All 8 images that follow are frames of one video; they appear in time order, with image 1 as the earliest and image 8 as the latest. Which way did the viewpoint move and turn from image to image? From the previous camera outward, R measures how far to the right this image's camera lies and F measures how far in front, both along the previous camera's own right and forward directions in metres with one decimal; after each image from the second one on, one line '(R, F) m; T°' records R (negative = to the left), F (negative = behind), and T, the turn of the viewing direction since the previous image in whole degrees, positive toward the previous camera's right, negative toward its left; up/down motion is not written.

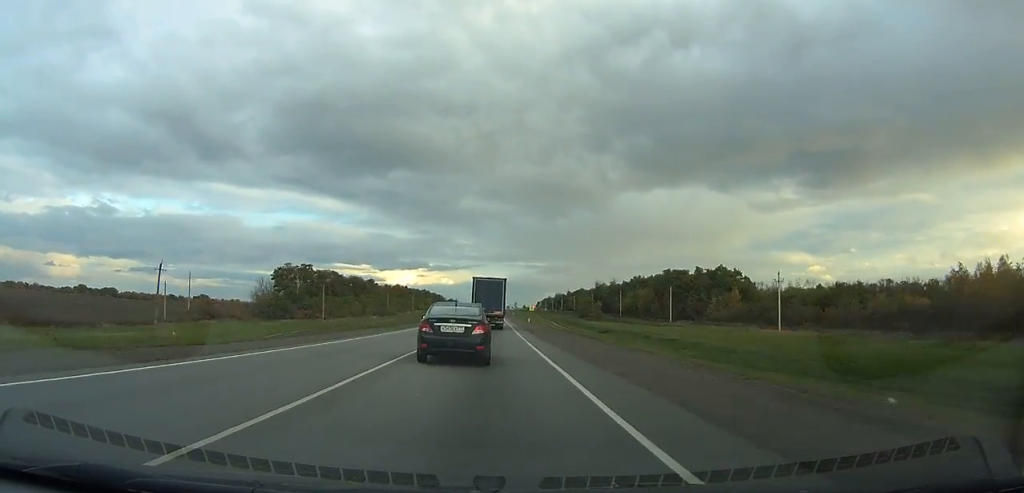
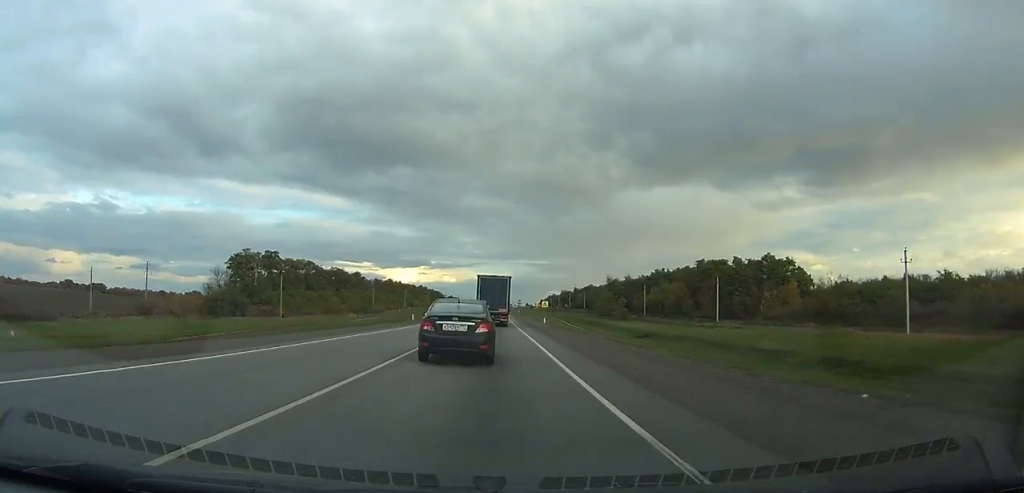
(0.0, +28.4) m; 0°
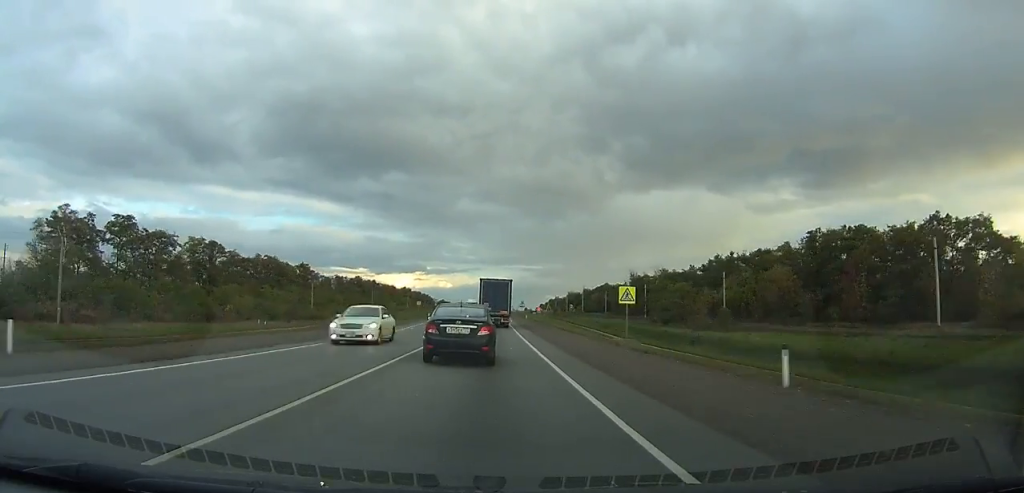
(+0.1, +59.7) m; 0°
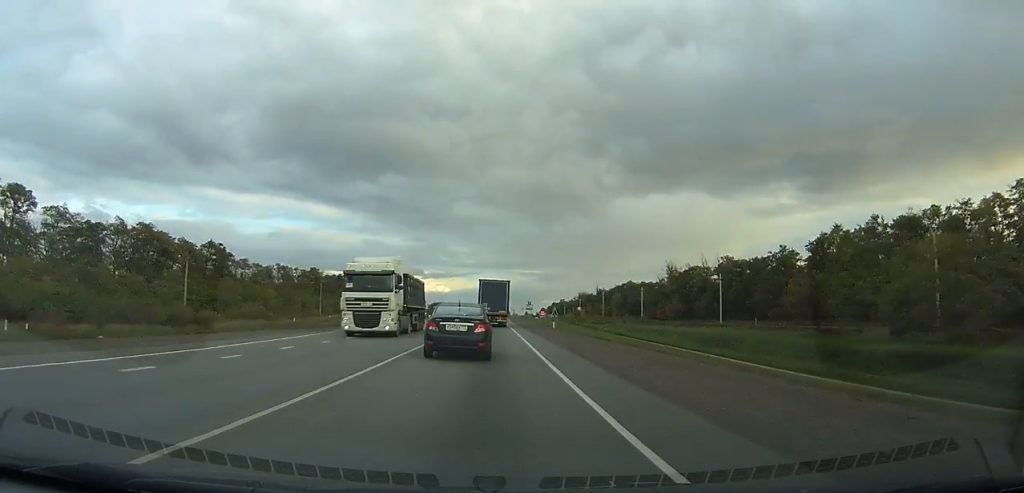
(+0.1, +54.2) m; 0°
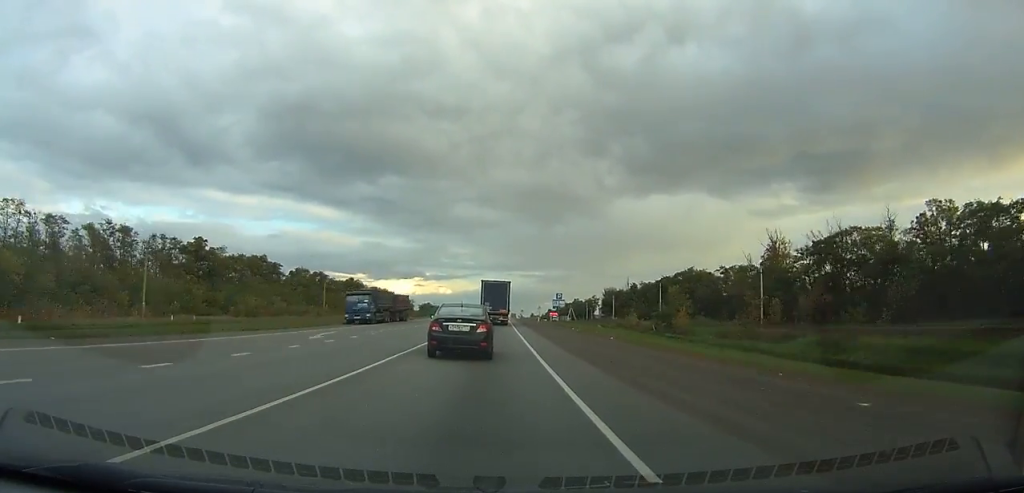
(-0.1, +69.8) m; 0°
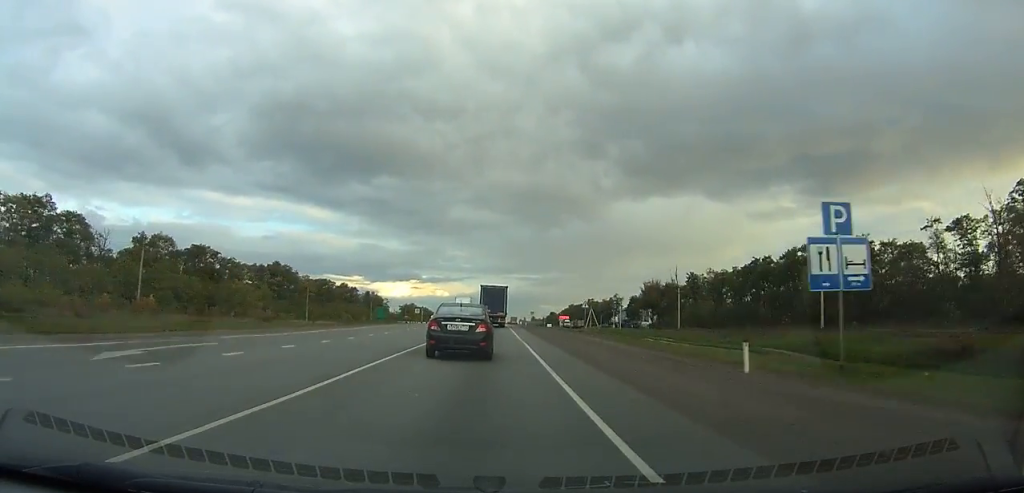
(-0.1, +72.5) m; 0°
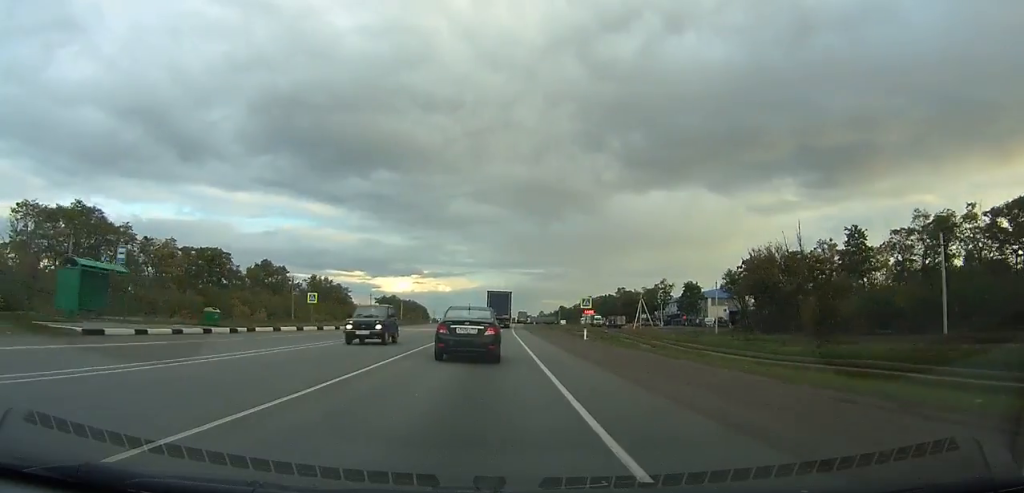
(+0.2, +74.4) m; 0°
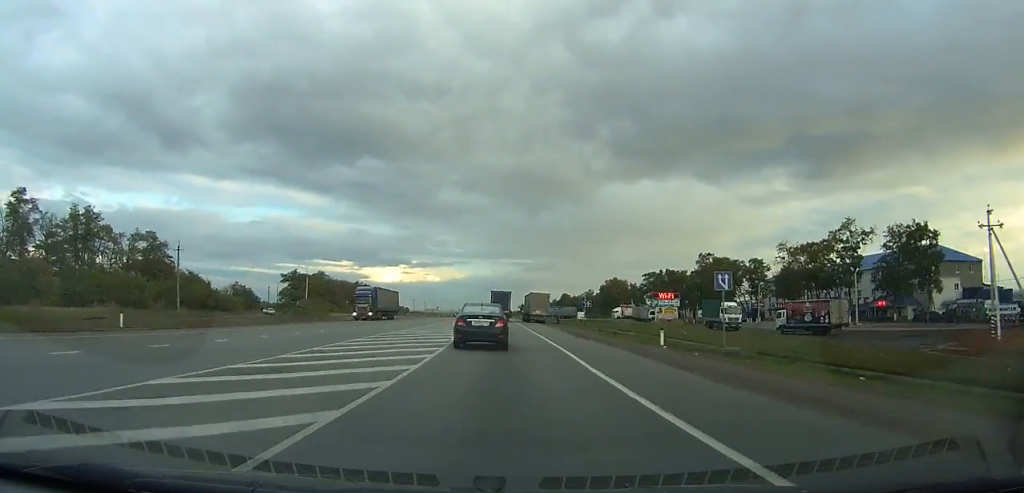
(+0.5, +113.5) m; +1°
